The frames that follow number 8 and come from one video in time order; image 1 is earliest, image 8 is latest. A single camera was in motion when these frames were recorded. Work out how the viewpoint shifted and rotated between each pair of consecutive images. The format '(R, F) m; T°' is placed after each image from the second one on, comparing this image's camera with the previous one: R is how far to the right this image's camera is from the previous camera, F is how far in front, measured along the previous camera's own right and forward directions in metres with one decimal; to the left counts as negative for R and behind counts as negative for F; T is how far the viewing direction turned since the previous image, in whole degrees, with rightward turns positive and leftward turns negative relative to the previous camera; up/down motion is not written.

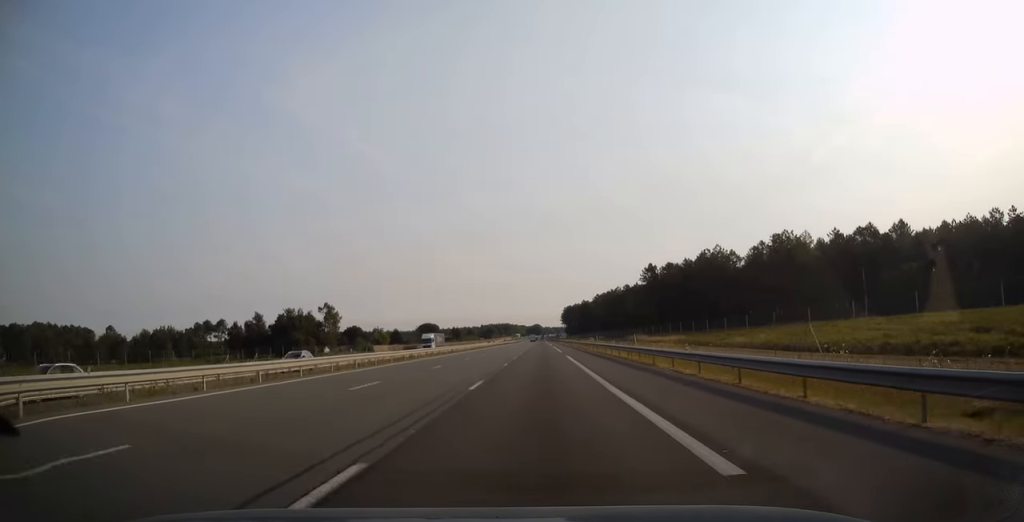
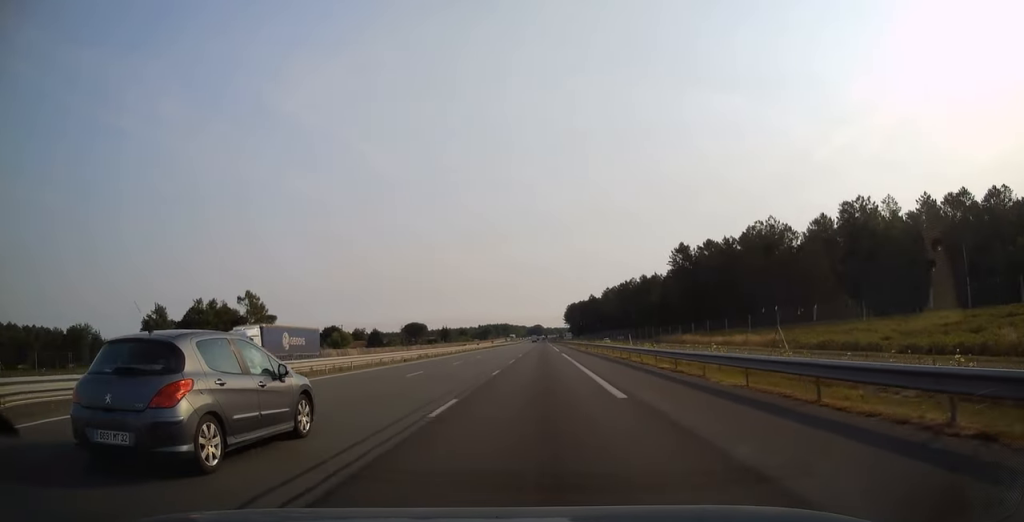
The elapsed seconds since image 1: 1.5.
(0.0, +44.9) m; 0°
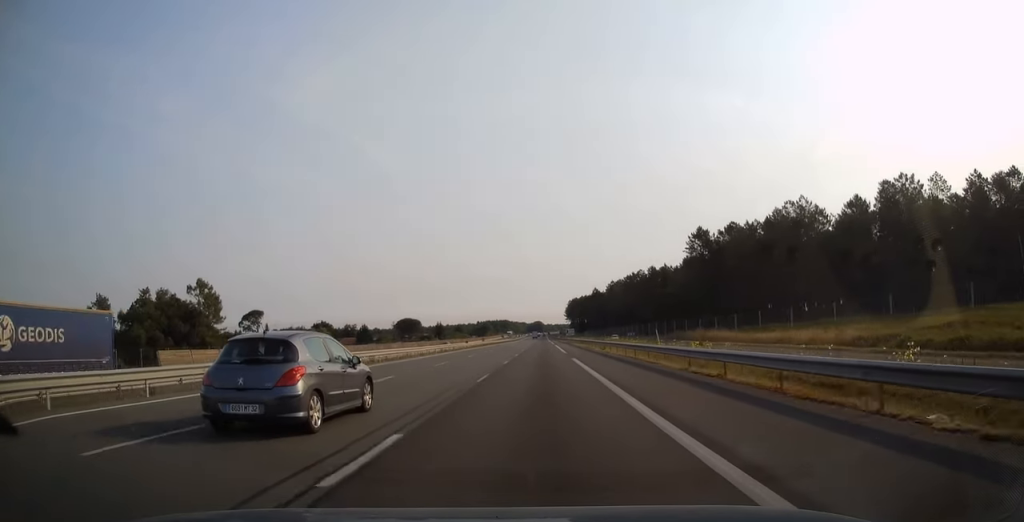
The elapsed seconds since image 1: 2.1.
(0.0, +18.3) m; 0°
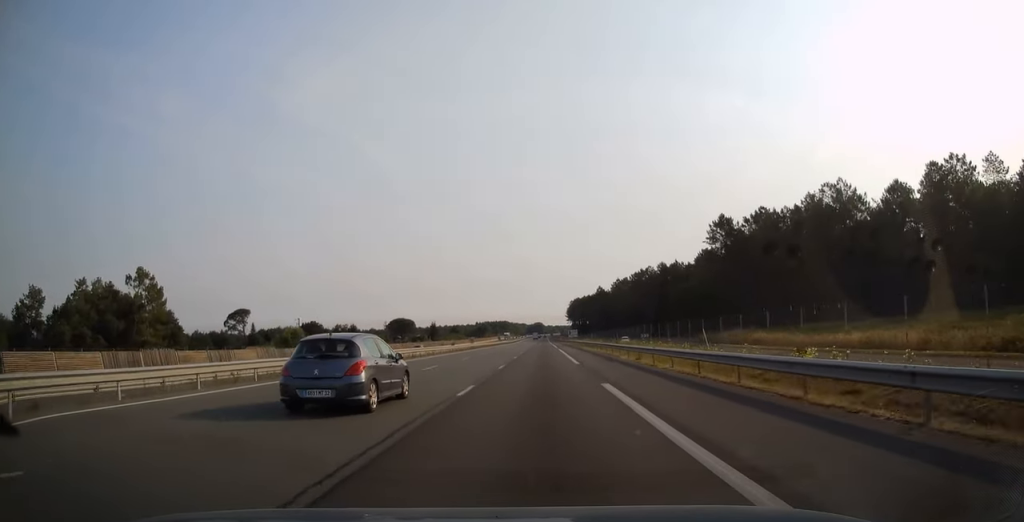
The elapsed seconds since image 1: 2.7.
(0.0, +17.3) m; 0°
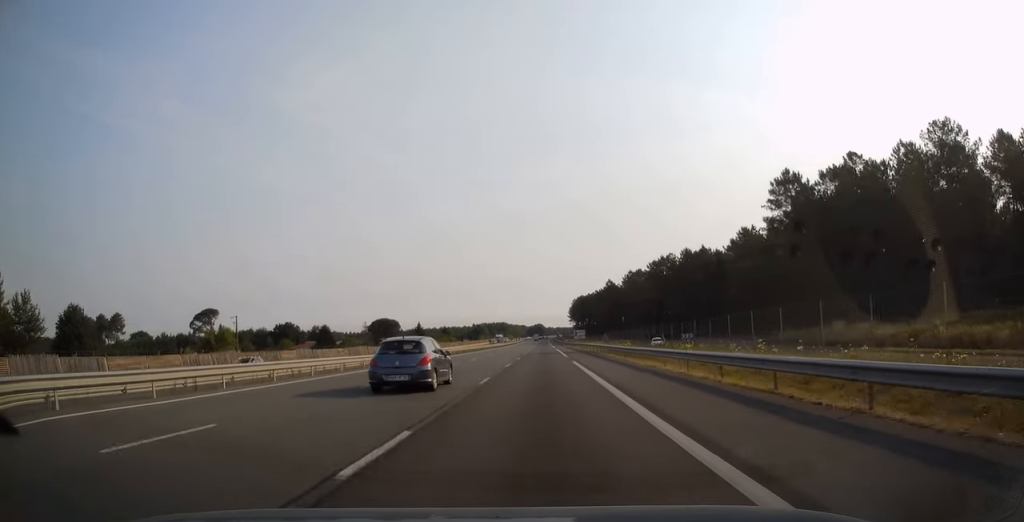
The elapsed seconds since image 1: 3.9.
(-0.1, +34.5) m; 0°
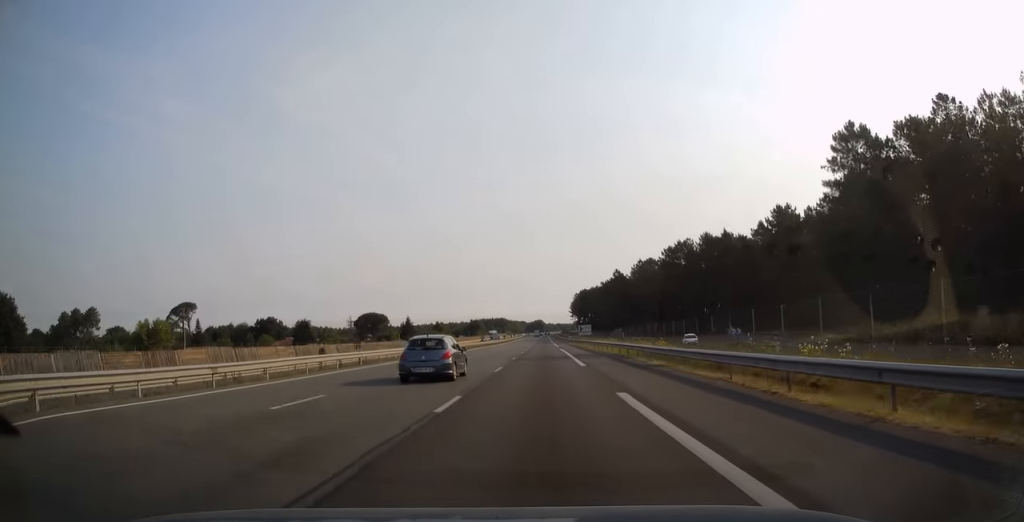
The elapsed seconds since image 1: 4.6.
(0.0, +20.7) m; 0°
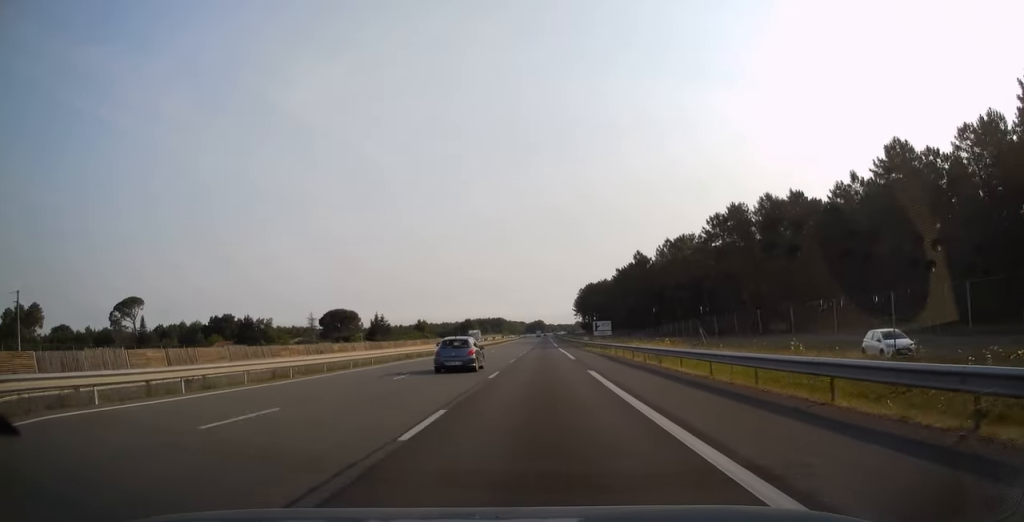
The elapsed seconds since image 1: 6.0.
(0.0, +41.9) m; 0°
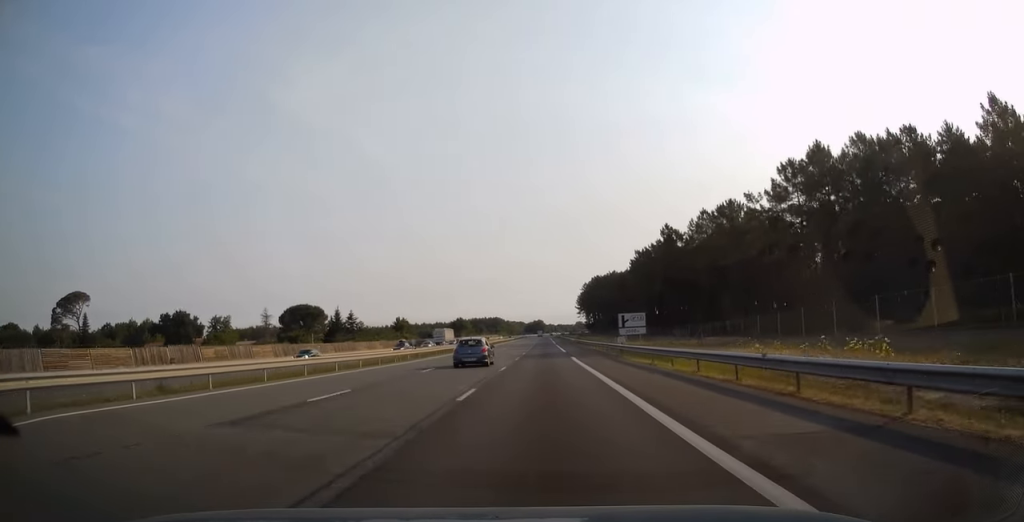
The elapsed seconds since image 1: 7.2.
(0.0, +34.5) m; 0°
